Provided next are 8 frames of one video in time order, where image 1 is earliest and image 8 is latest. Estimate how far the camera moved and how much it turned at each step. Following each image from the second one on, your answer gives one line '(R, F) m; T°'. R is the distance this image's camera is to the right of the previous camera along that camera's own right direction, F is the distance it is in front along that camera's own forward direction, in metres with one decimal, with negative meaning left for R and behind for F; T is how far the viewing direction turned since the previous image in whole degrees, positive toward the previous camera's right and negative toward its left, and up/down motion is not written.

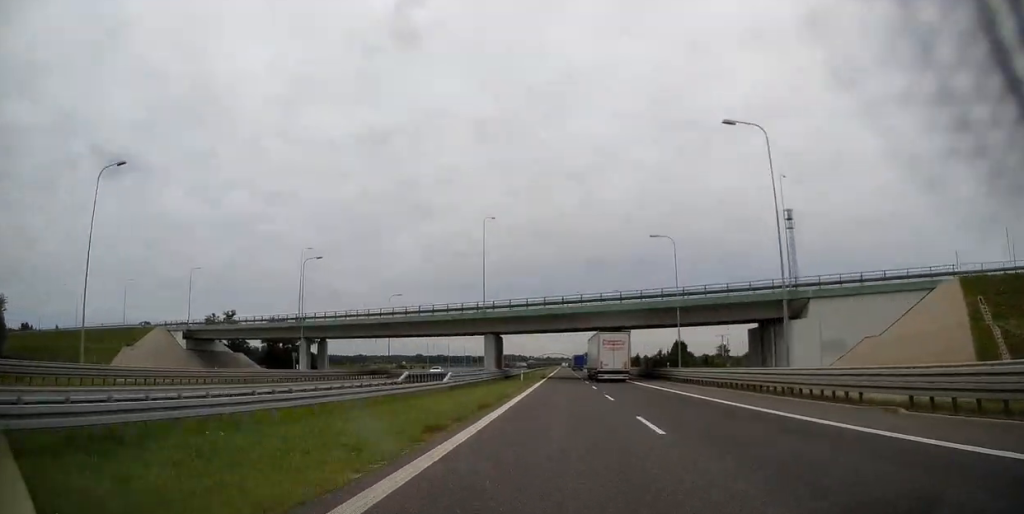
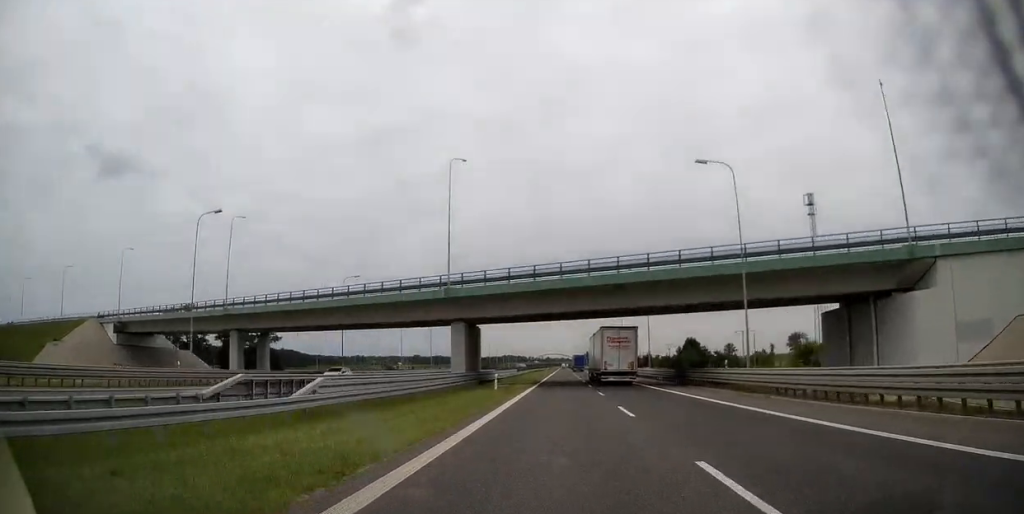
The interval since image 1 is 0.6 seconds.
(+0.2, +19.7) m; 0°
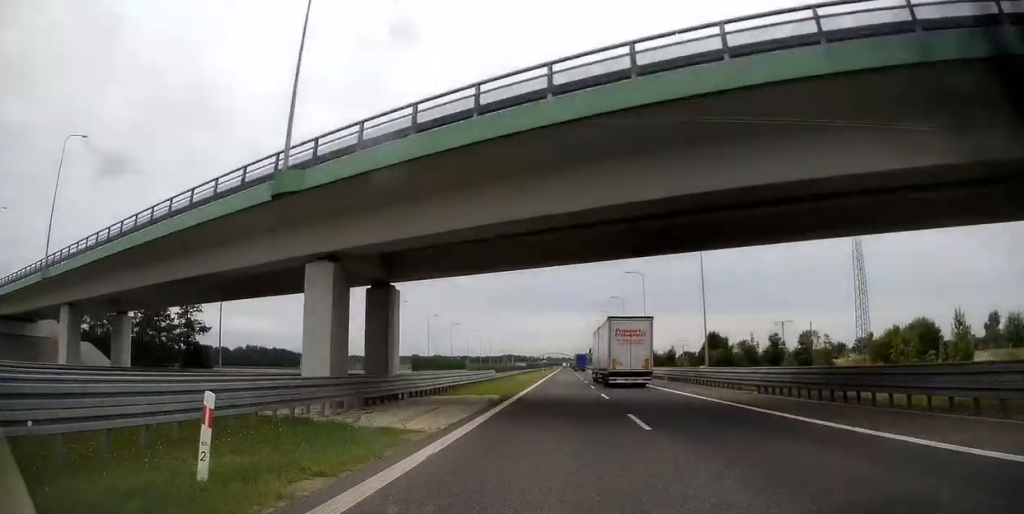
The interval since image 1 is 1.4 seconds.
(-0.2, +27.8) m; 0°
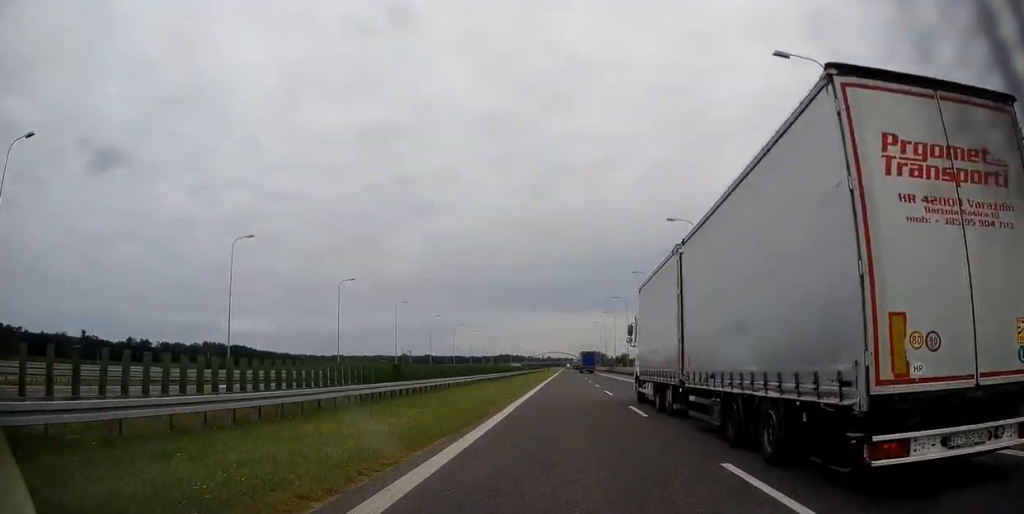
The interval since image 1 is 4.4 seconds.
(+0.3, +105.7) m; 0°
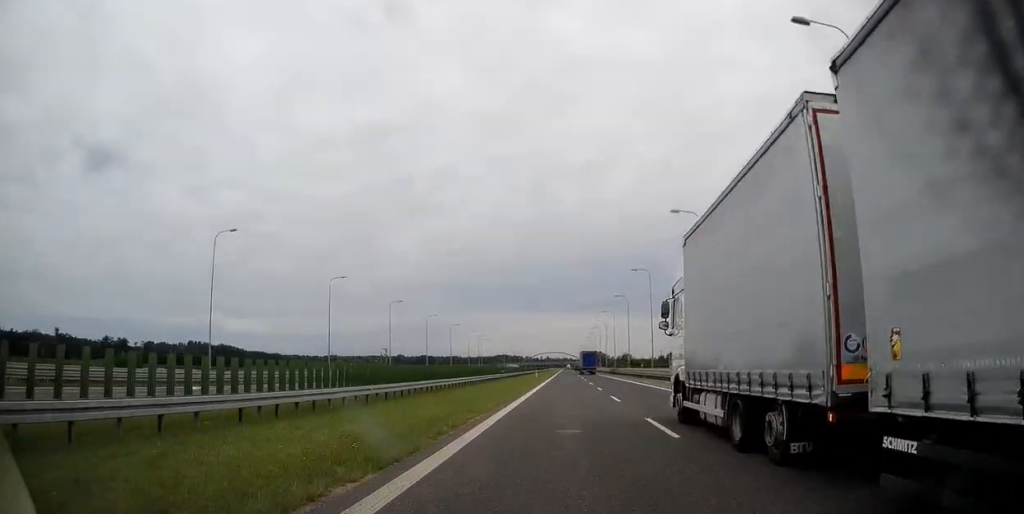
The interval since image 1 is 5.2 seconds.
(+0.1, +29.1) m; 0°
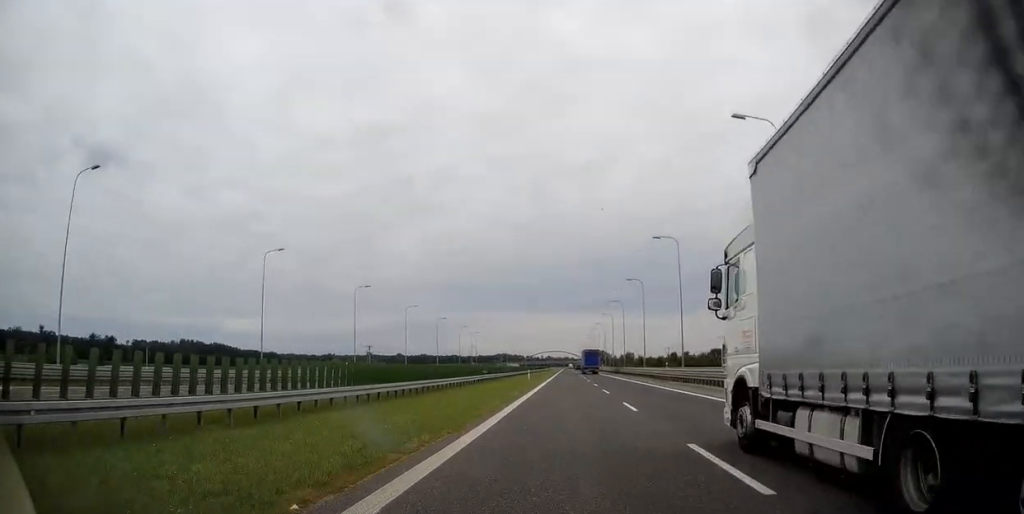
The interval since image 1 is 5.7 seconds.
(0.0, +17.4) m; 0°
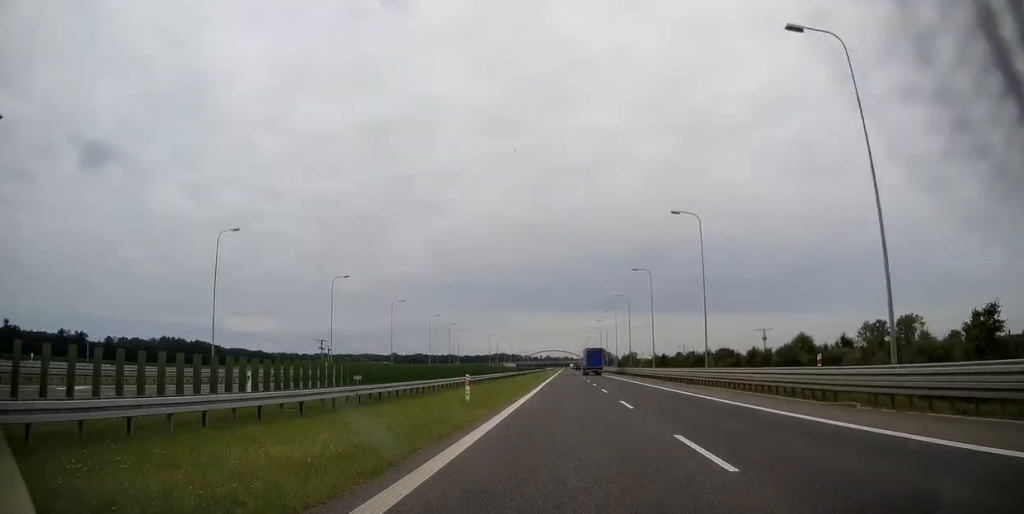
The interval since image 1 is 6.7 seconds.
(-0.2, +34.9) m; 0°
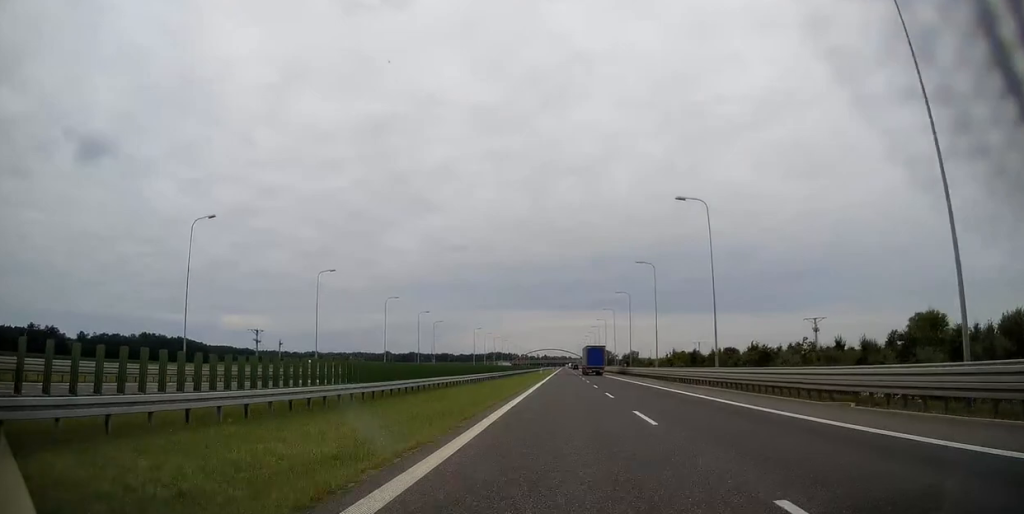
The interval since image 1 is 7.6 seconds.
(+0.2, +30.3) m; 0°
